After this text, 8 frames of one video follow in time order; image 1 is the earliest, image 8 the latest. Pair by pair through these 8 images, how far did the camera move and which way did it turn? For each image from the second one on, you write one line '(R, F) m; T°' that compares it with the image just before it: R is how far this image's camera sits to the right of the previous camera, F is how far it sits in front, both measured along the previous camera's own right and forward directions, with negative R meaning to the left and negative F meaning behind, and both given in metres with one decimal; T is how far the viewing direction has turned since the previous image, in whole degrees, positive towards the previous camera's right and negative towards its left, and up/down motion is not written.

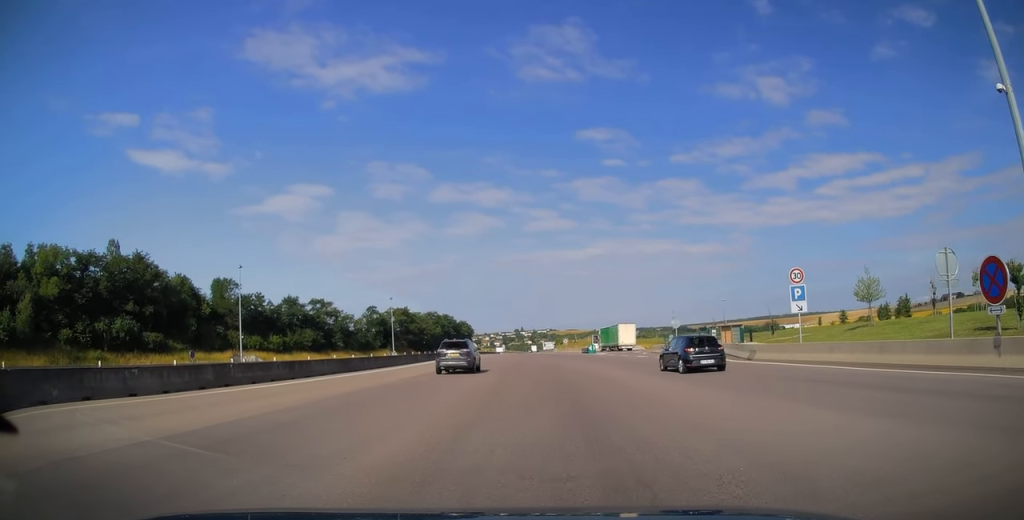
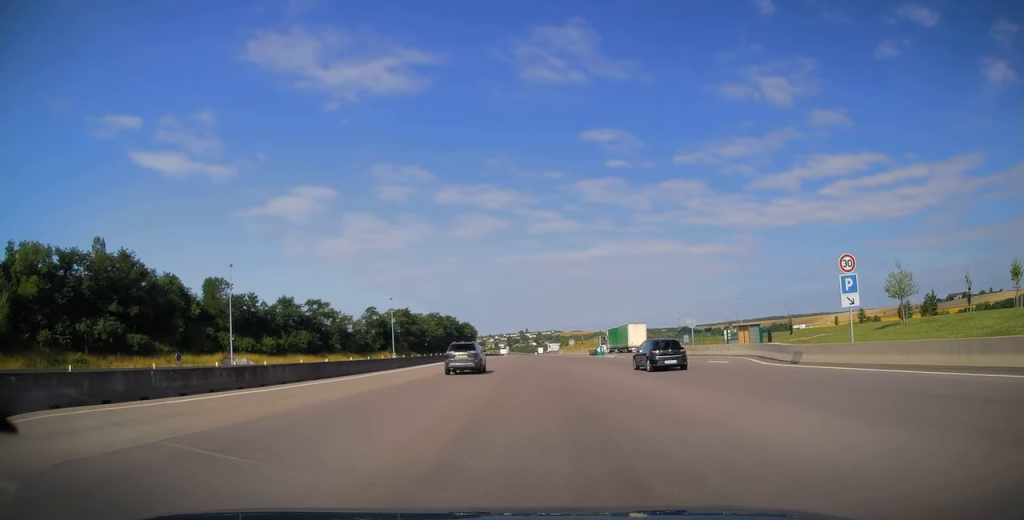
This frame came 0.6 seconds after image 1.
(-0.4, +5.4) m; -1°
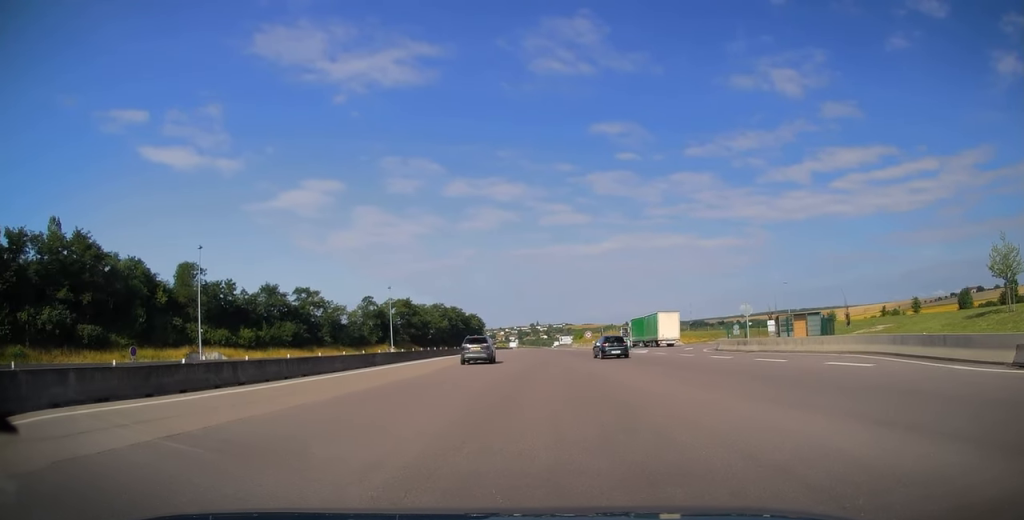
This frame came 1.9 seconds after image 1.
(+0.4, +14.3) m; +1°
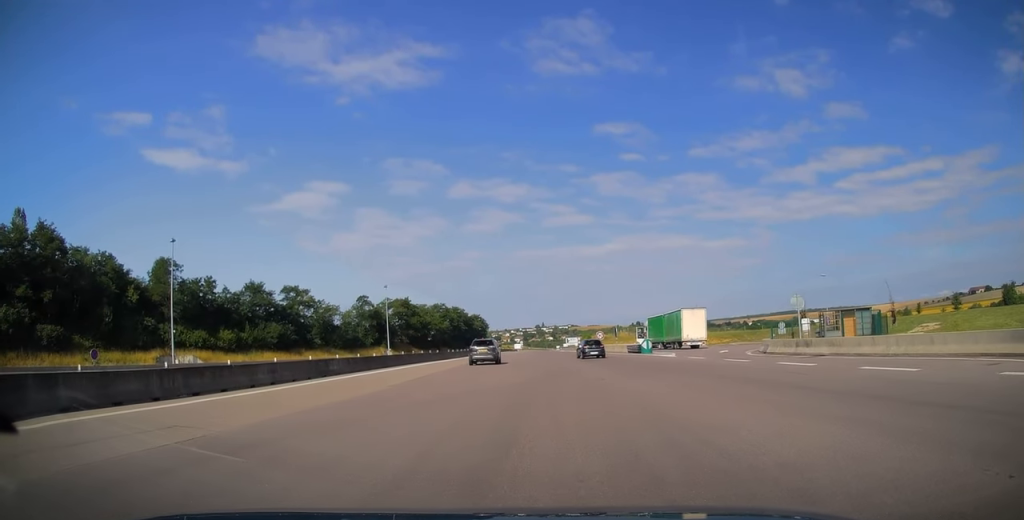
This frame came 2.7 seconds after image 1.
(-0.2, +9.5) m; -1°
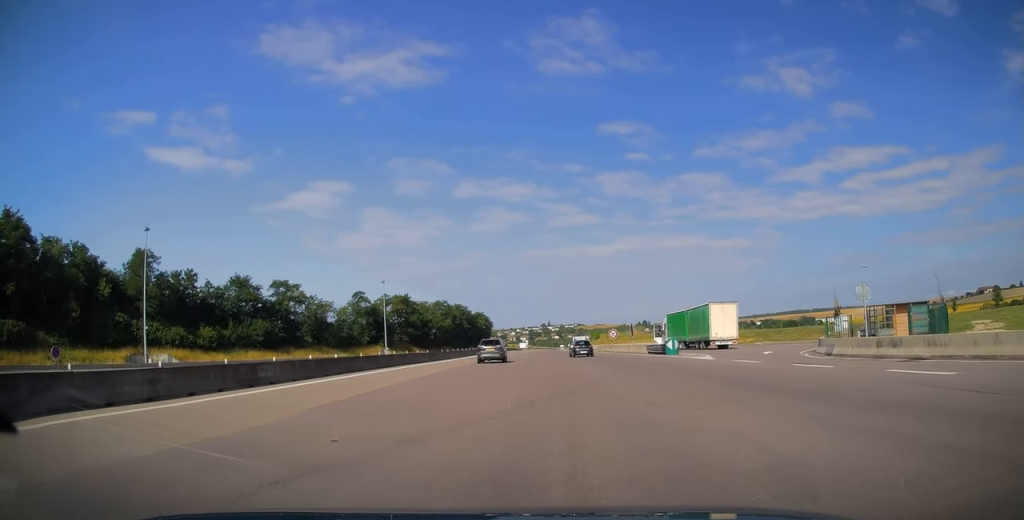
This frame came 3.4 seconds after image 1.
(+0.1, +8.5) m; -1°
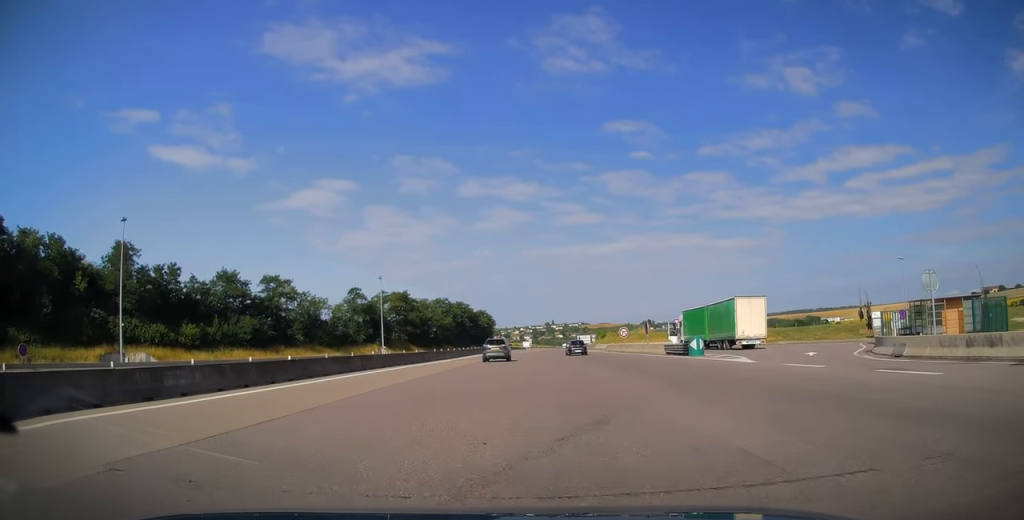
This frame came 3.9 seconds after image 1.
(0.0, +6.2) m; 0°
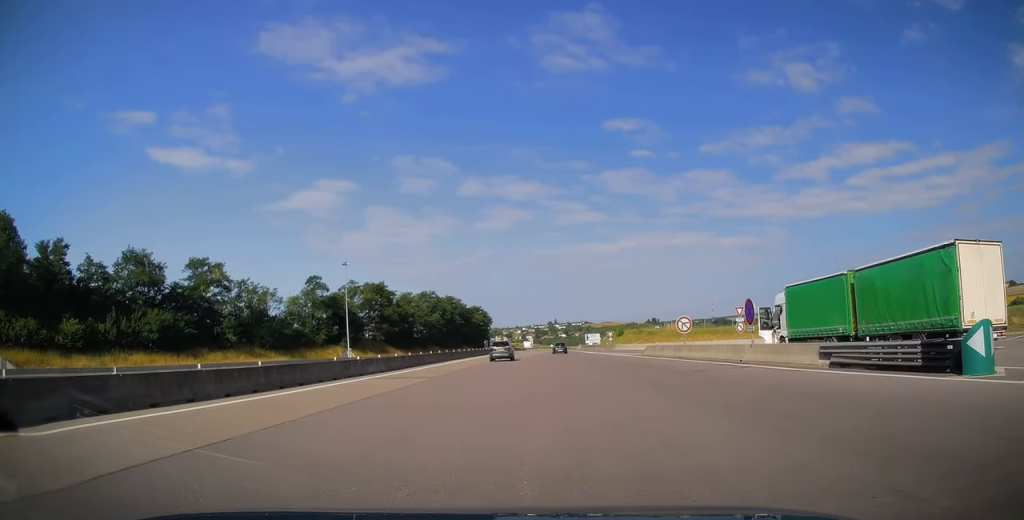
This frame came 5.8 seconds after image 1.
(-0.2, +27.0) m; 0°
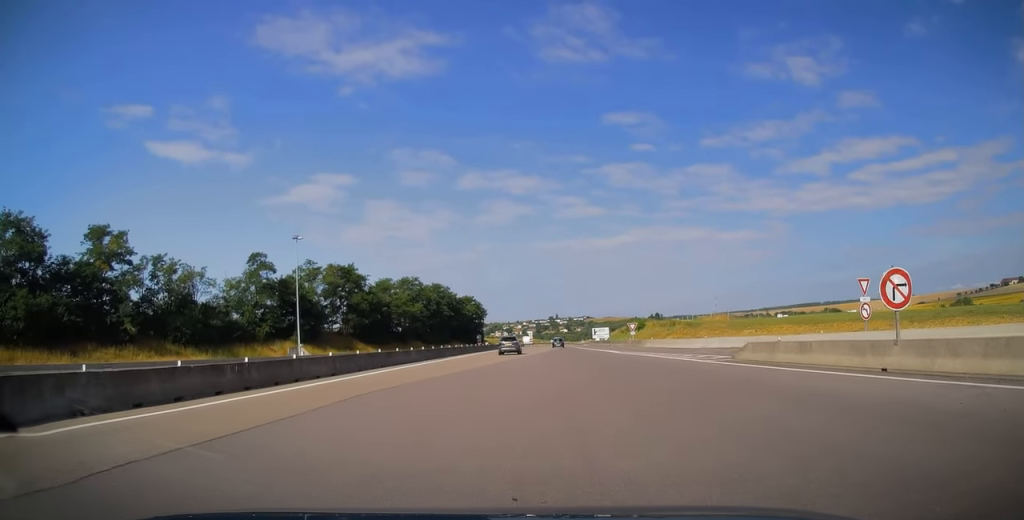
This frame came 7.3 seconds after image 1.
(+0.2, +23.9) m; 0°
